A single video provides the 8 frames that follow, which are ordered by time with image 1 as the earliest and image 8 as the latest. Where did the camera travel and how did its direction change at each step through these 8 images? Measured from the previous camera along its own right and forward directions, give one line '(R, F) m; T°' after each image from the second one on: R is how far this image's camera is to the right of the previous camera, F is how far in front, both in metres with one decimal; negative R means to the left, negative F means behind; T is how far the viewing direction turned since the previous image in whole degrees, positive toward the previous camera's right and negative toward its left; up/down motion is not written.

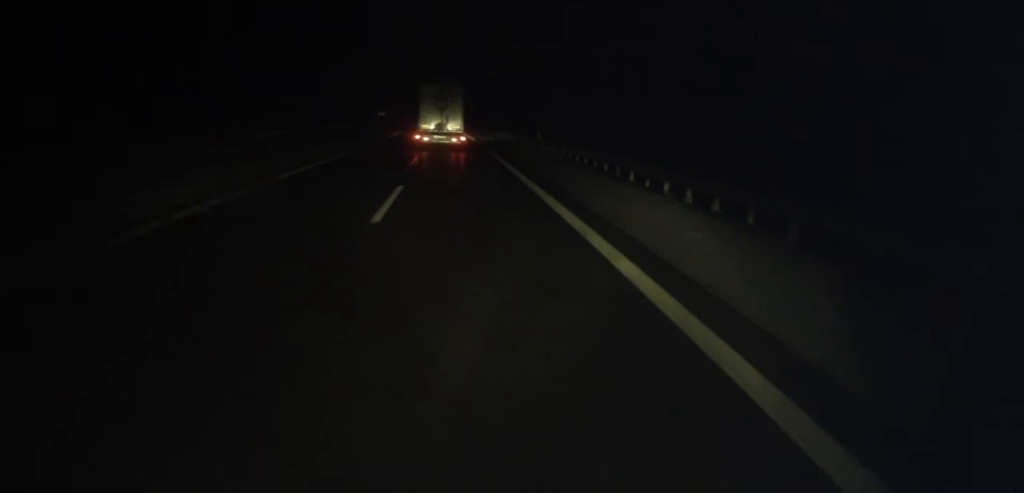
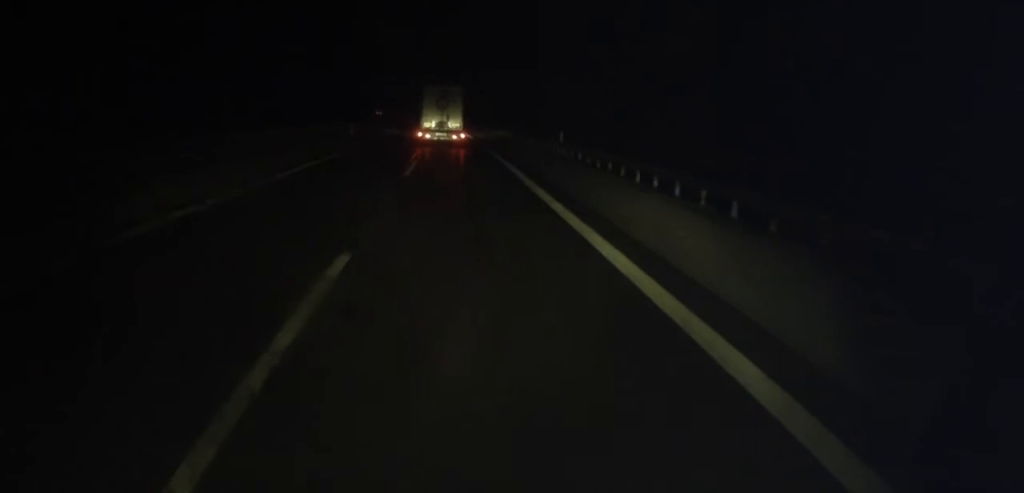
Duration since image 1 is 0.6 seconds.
(+0.1, +9.2) m; 0°
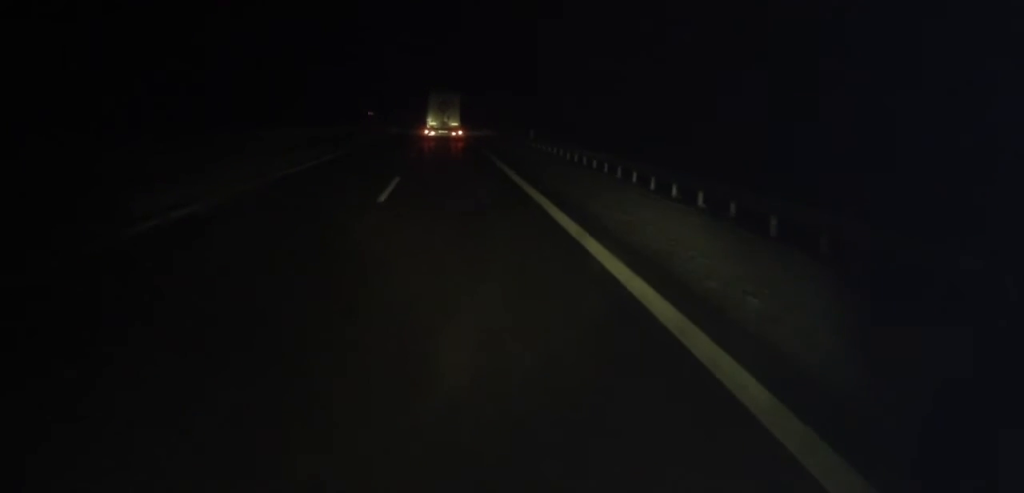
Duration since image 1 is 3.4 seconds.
(-0.8, +42.5) m; -2°
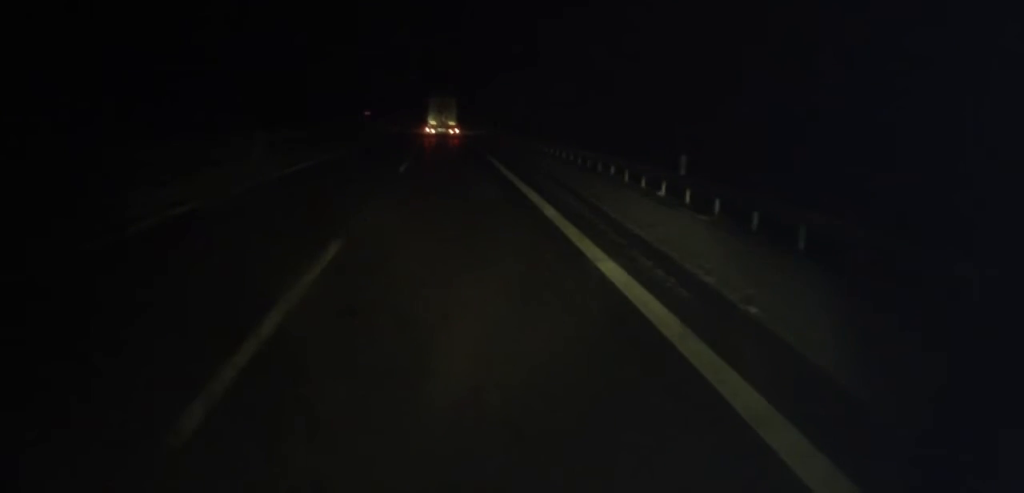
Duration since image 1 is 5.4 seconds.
(0.0, +29.2) m; 0°
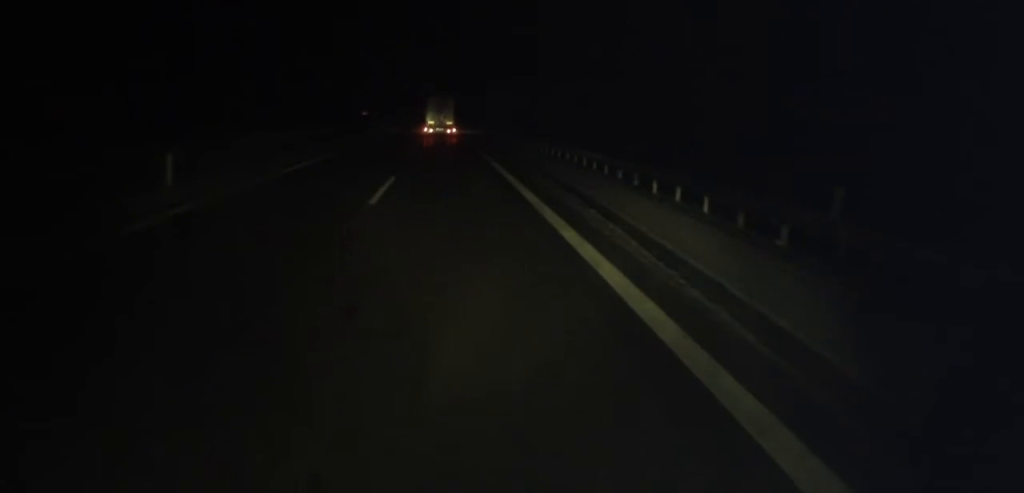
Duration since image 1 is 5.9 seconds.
(-0.2, +7.4) m; 0°
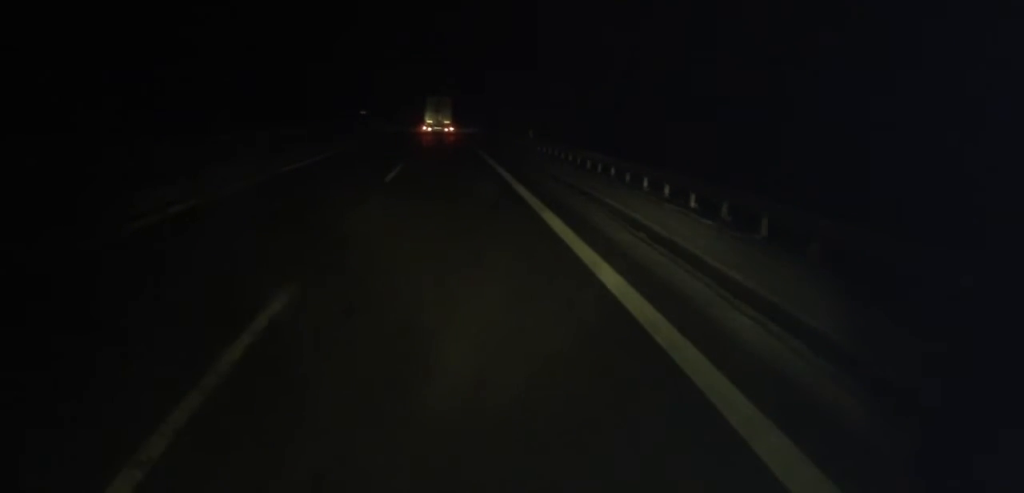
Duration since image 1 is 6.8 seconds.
(0.0, +13.3) m; 0°
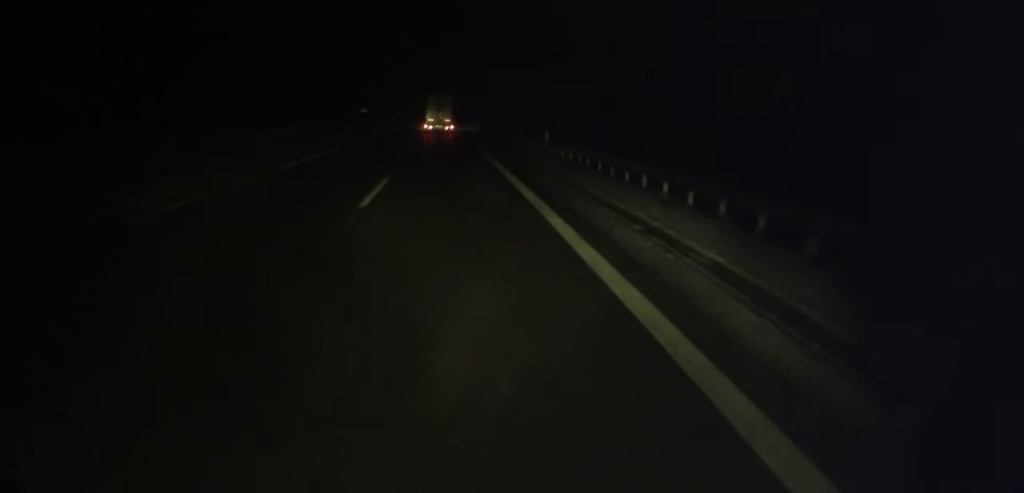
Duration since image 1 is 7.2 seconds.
(+0.2, +5.9) m; 0°
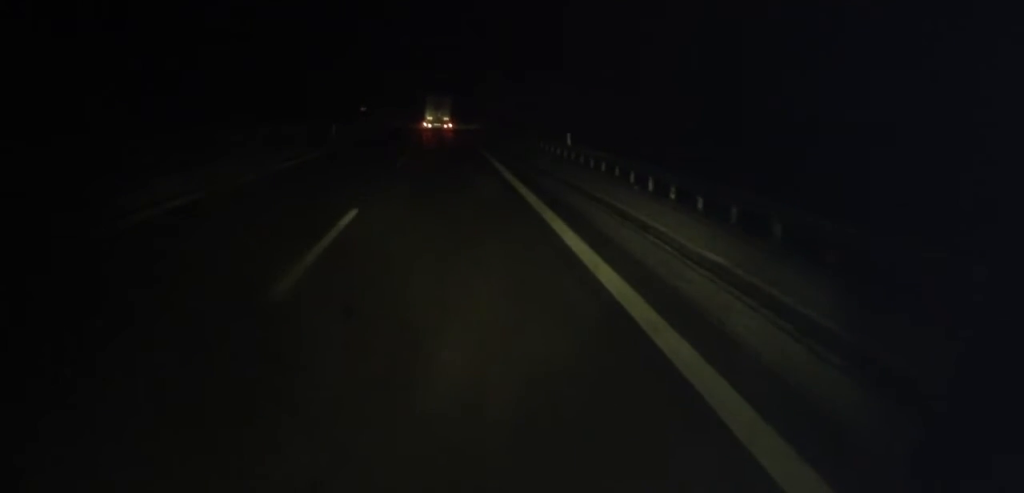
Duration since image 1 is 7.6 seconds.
(-0.1, +6.9) m; 0°
